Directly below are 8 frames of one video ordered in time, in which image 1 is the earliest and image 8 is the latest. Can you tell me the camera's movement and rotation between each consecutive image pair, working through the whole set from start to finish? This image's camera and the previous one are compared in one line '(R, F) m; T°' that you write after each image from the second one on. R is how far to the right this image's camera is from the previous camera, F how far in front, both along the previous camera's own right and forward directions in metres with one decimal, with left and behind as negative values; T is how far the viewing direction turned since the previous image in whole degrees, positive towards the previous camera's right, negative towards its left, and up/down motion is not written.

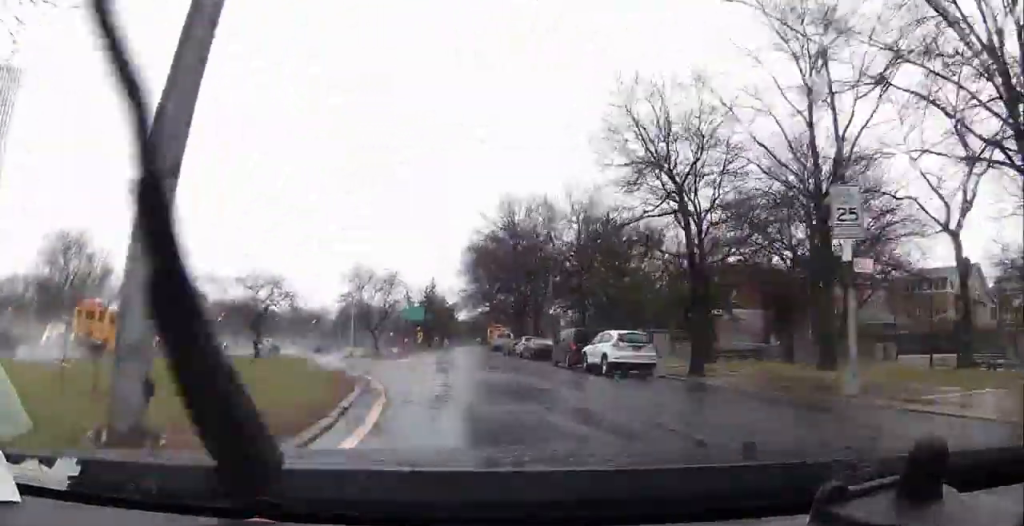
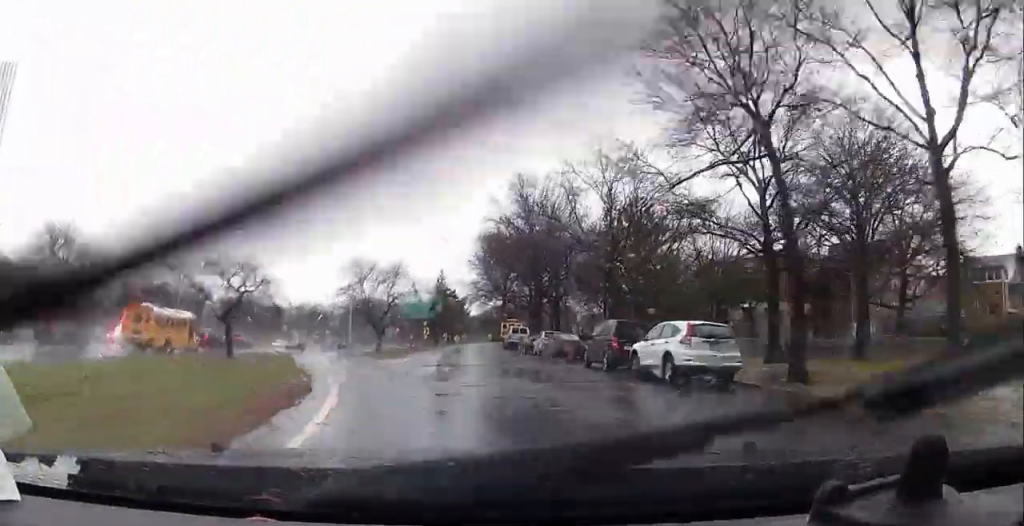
(+0.1, +7.2) m; -1°
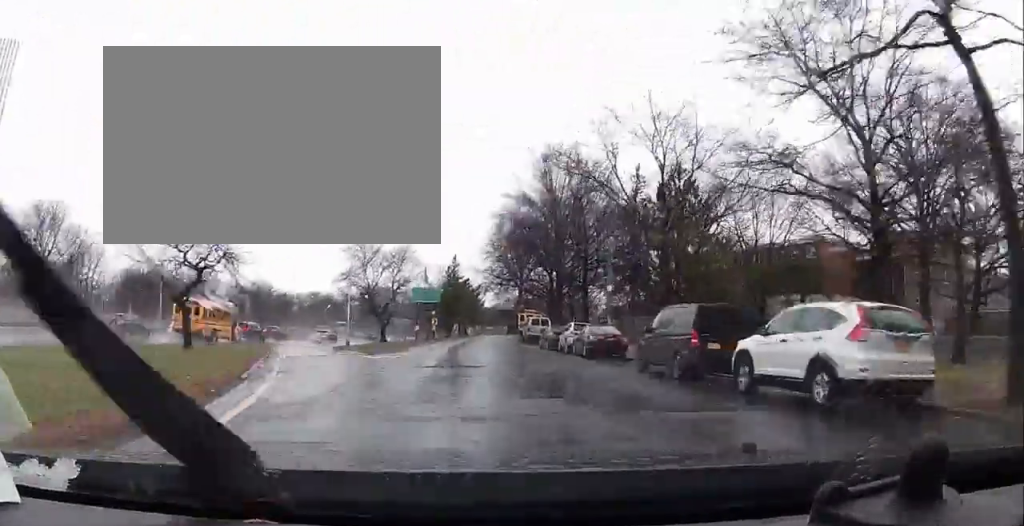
(-0.3, +7.4) m; -1°
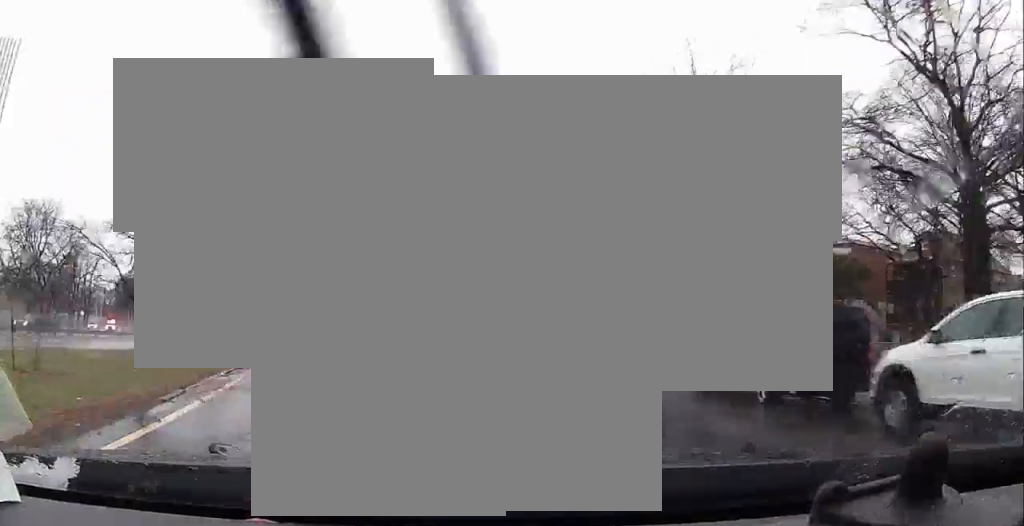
(-0.1, +4.6) m; 0°
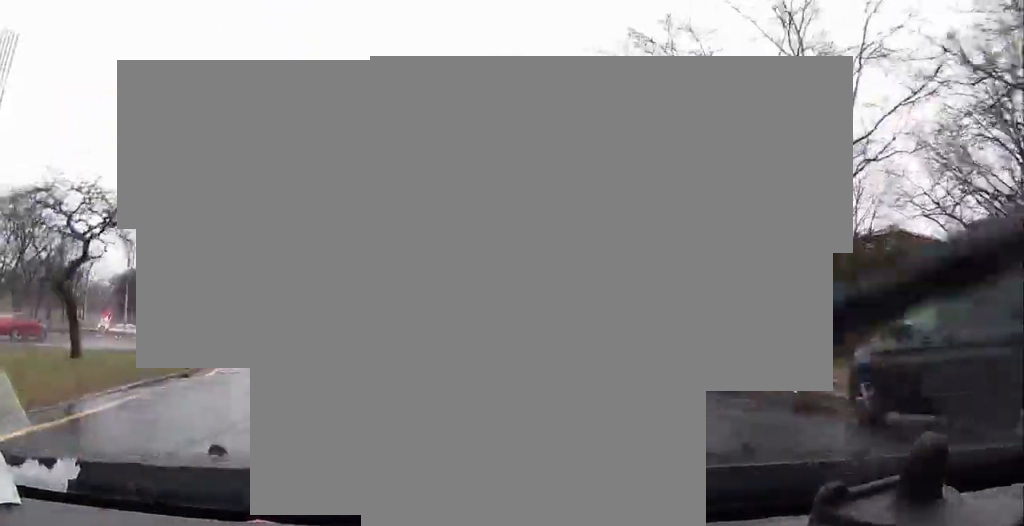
(+0.1, +6.3) m; 0°
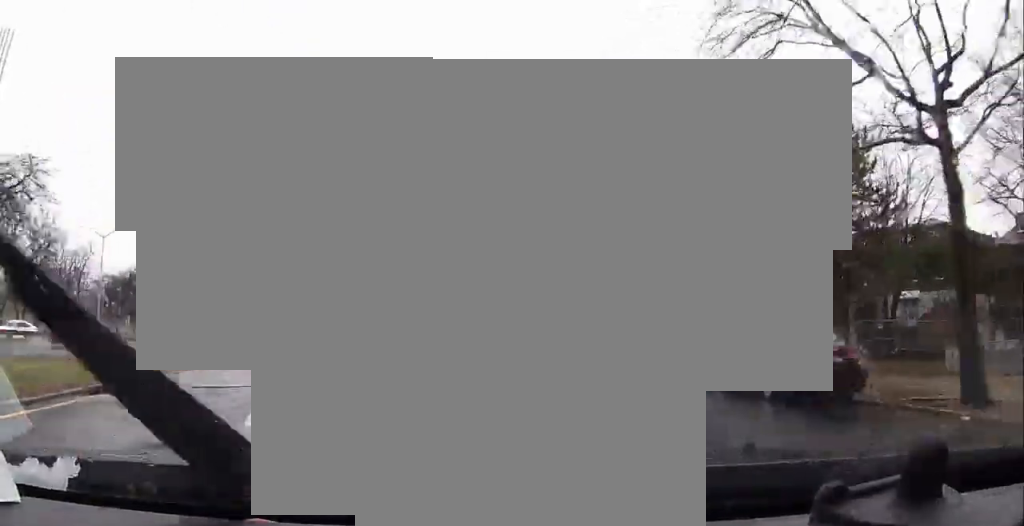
(0.0, +5.6) m; 0°
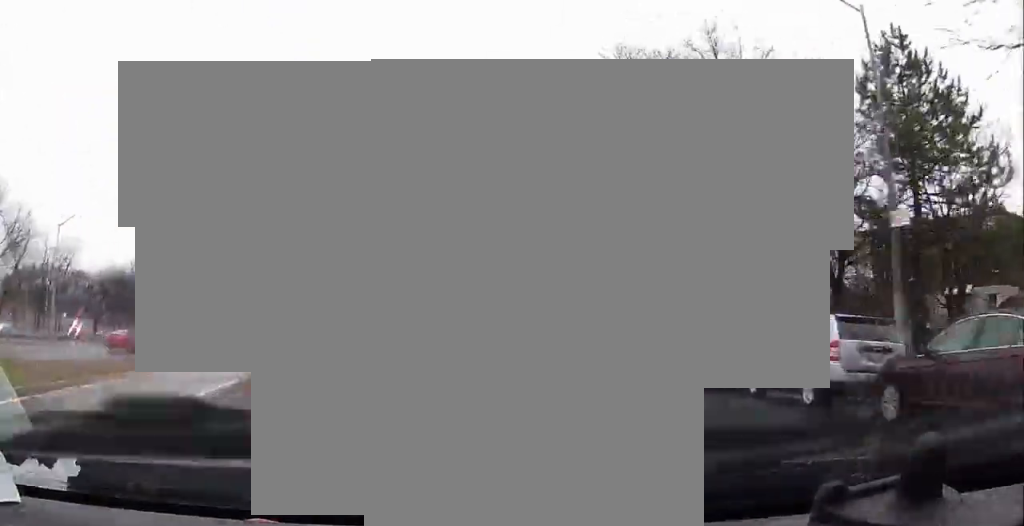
(0.0, +6.7) m; 0°
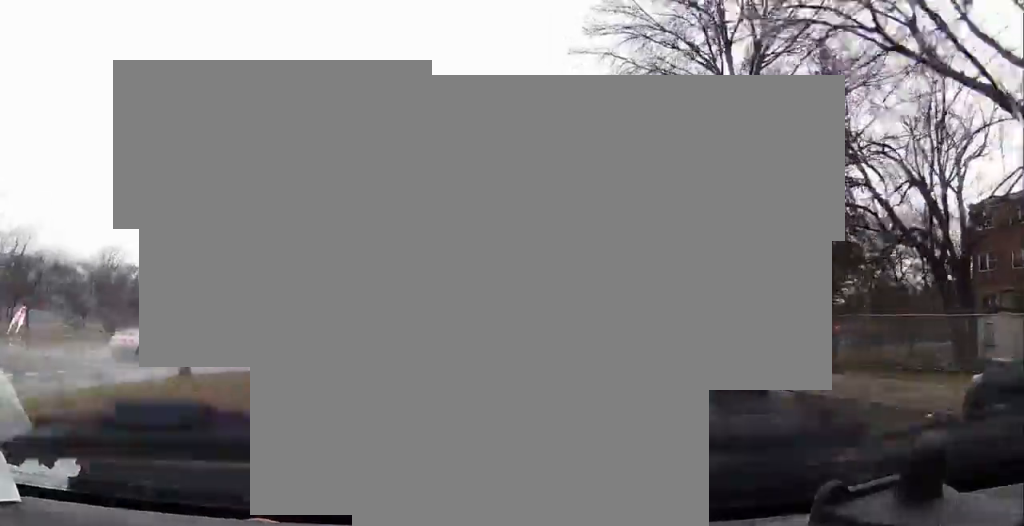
(0.0, +13.9) m; 0°
